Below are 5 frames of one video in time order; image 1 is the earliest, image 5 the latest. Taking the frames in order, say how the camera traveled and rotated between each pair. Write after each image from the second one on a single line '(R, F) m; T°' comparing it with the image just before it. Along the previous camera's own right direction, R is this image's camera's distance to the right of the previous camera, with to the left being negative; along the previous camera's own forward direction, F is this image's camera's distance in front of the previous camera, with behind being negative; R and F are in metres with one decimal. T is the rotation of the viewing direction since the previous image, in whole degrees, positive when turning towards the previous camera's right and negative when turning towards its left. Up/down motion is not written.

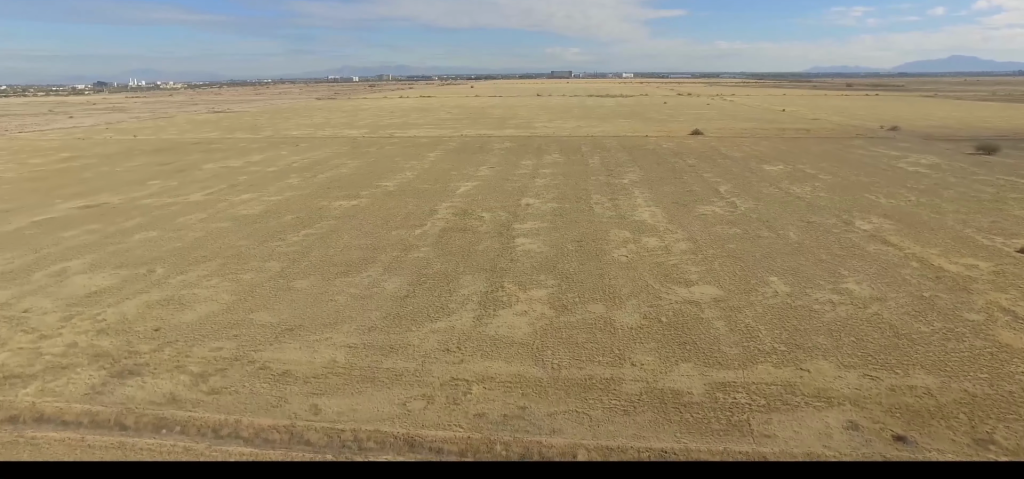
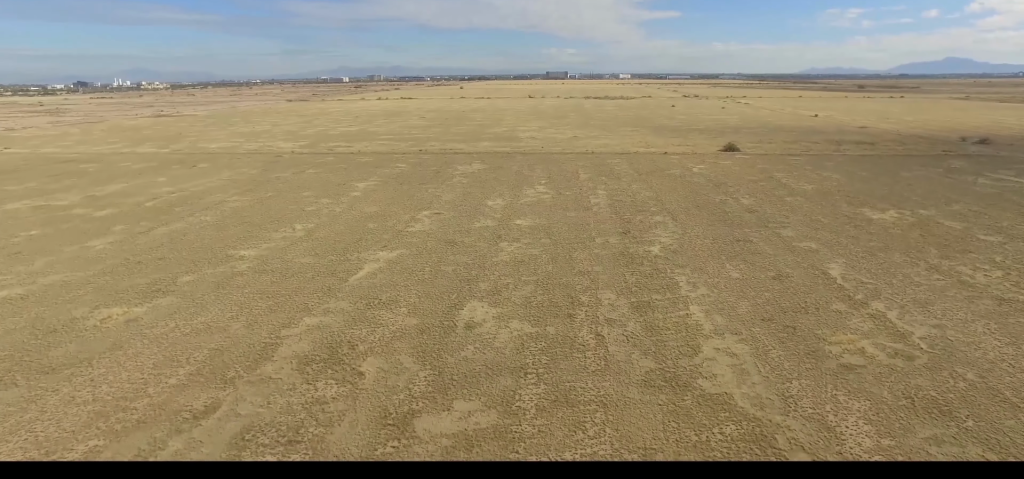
(+0.3, +41.2) m; +1°
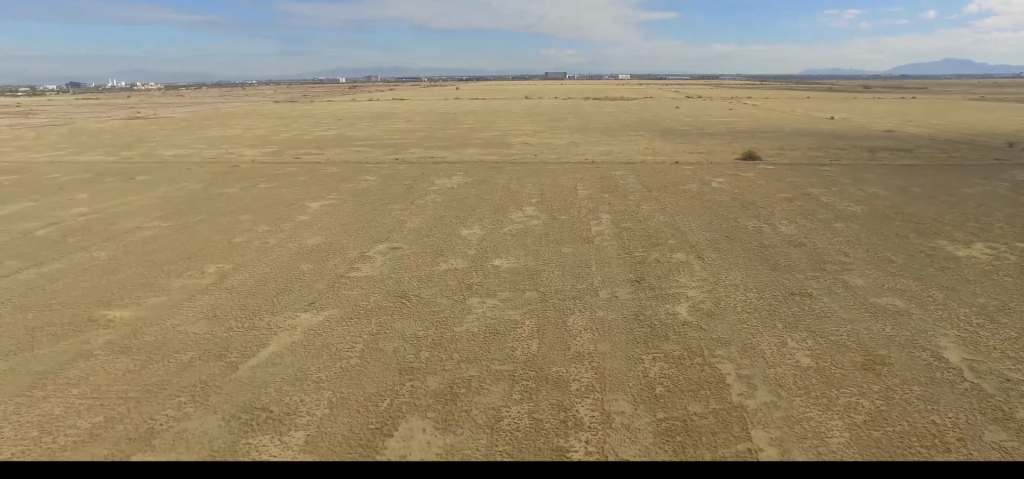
(+0.1, +15.8) m; +2°
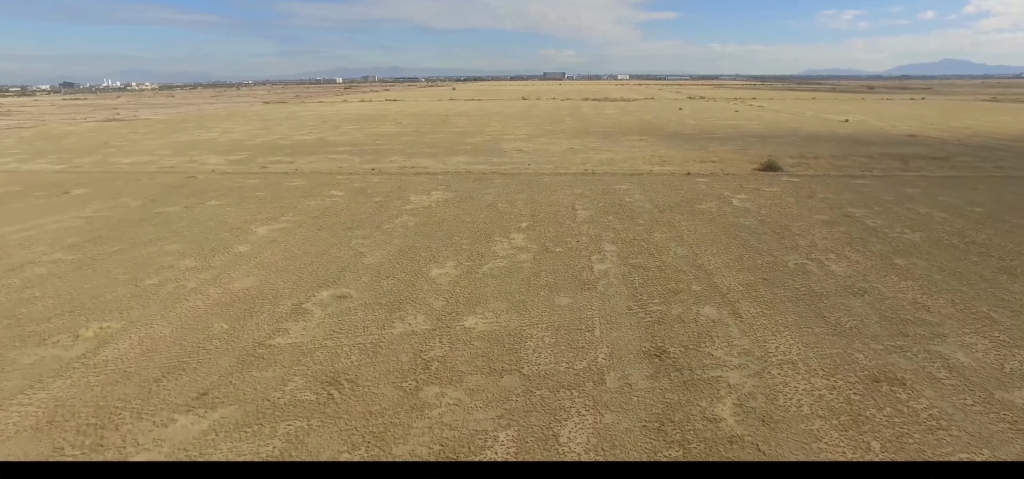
(+0.2, +12.1) m; +2°
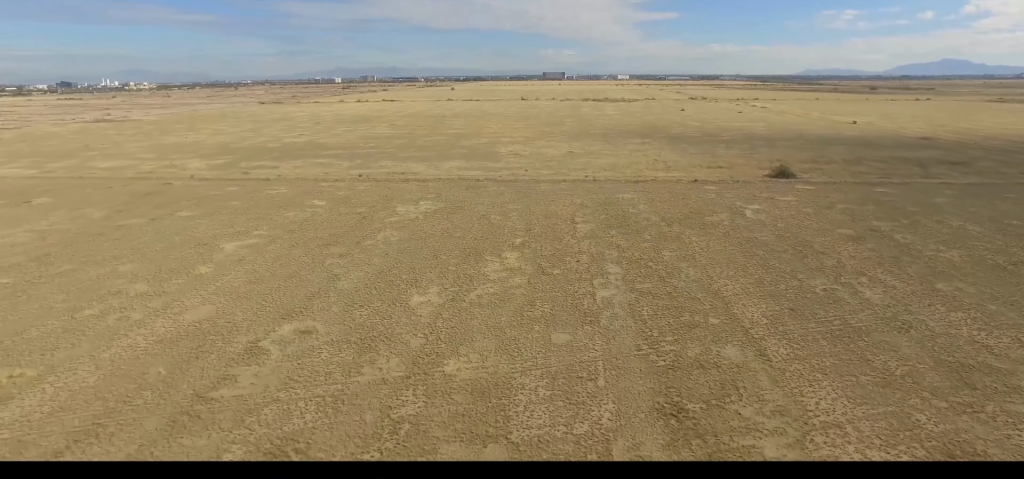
(0.0, +5.5) m; +1°
